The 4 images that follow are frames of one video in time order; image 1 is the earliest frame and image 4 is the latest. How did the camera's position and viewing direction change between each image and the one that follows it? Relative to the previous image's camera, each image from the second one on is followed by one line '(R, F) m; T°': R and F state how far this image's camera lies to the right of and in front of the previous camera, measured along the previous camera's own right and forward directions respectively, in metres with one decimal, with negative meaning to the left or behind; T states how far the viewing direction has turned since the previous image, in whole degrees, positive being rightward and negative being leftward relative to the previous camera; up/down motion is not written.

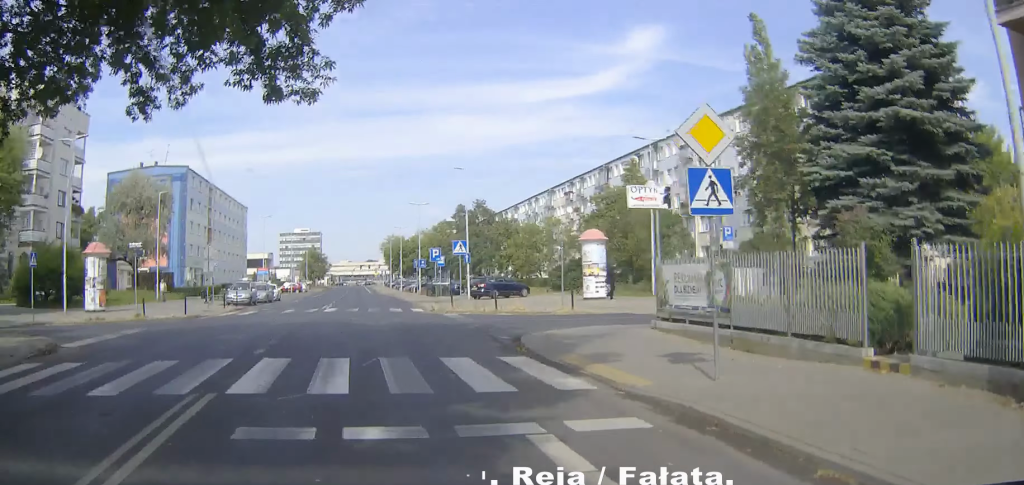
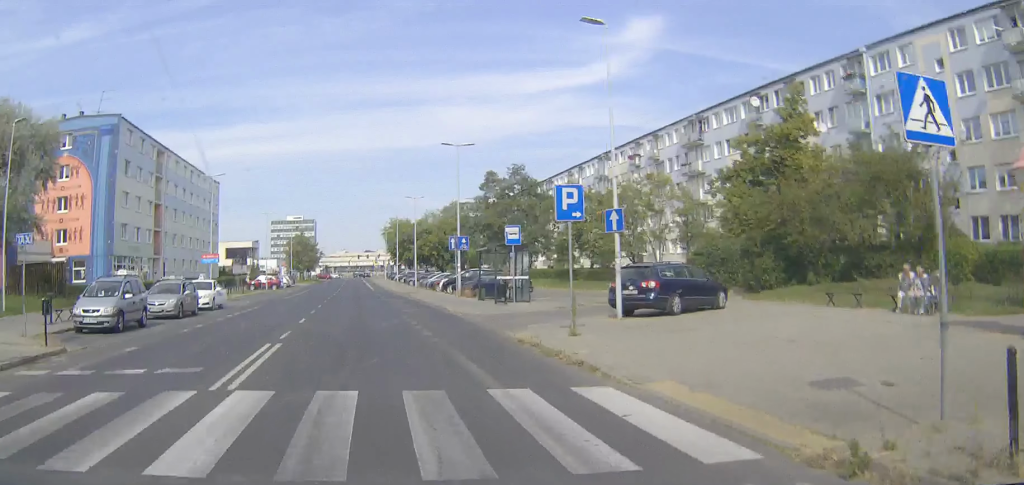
(+0.4, +27.3) m; +4°
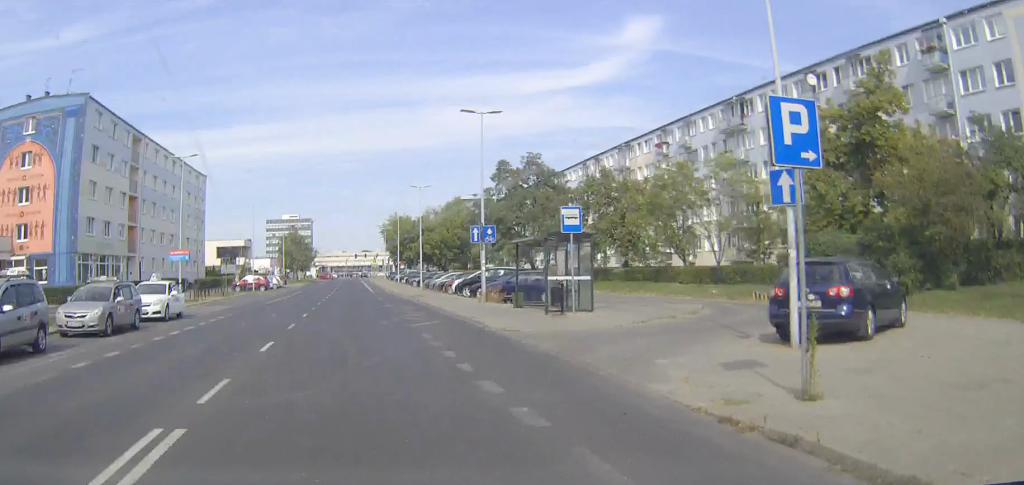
(+0.2, +8.9) m; +1°
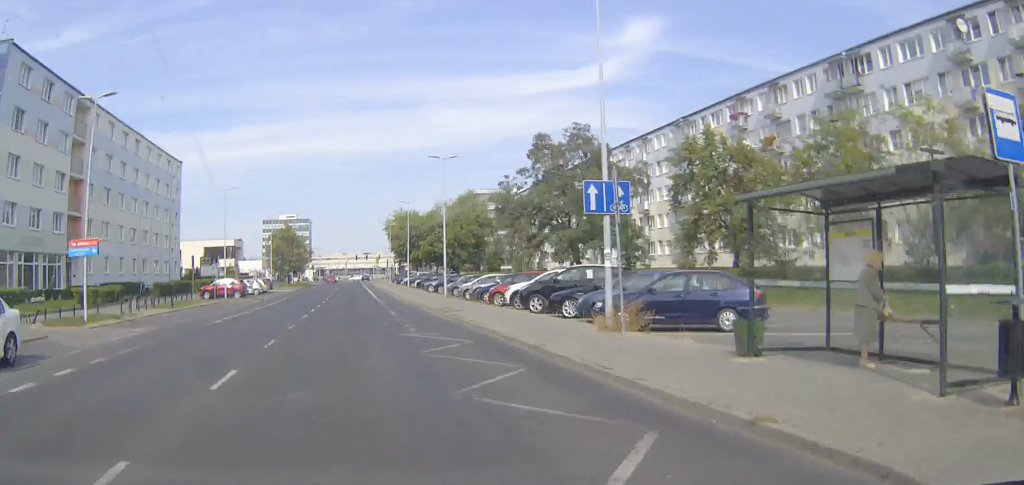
(-0.1, +16.7) m; -1°
